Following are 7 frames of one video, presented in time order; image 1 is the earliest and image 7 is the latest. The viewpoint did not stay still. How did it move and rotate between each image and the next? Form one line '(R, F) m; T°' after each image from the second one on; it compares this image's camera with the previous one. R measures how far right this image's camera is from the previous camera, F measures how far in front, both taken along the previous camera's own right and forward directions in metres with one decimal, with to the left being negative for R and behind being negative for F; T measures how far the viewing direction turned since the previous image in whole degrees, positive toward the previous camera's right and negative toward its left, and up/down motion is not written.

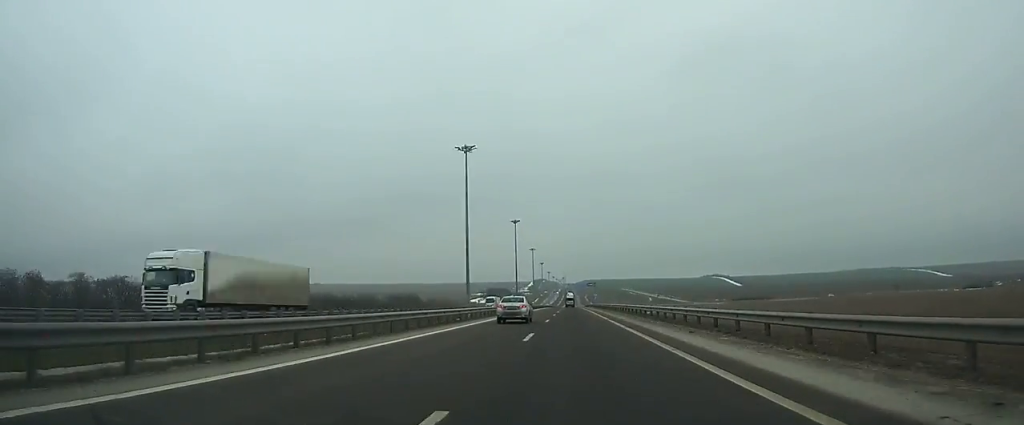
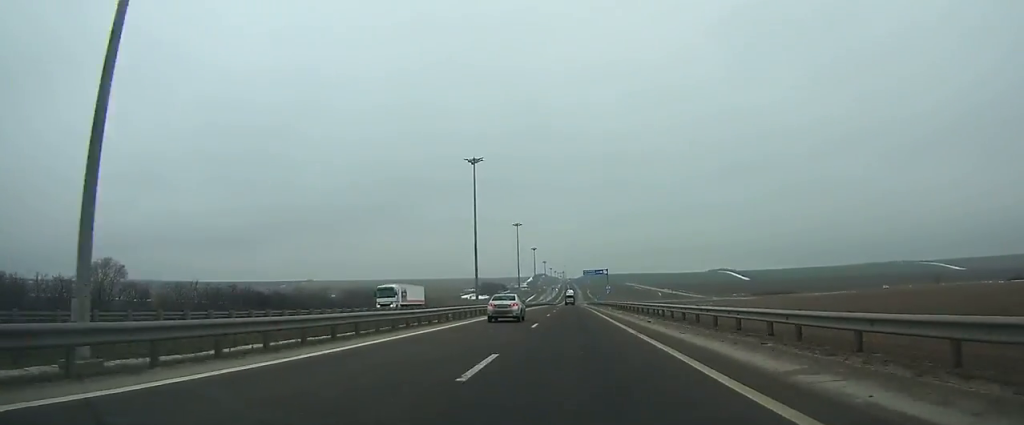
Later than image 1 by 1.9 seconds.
(0.0, +57.1) m; 0°
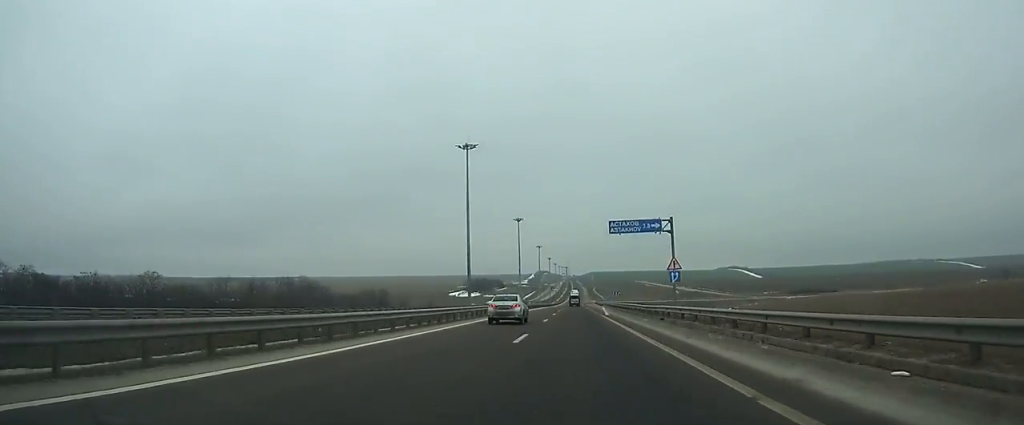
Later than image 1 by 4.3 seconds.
(-0.1, +72.3) m; 0°
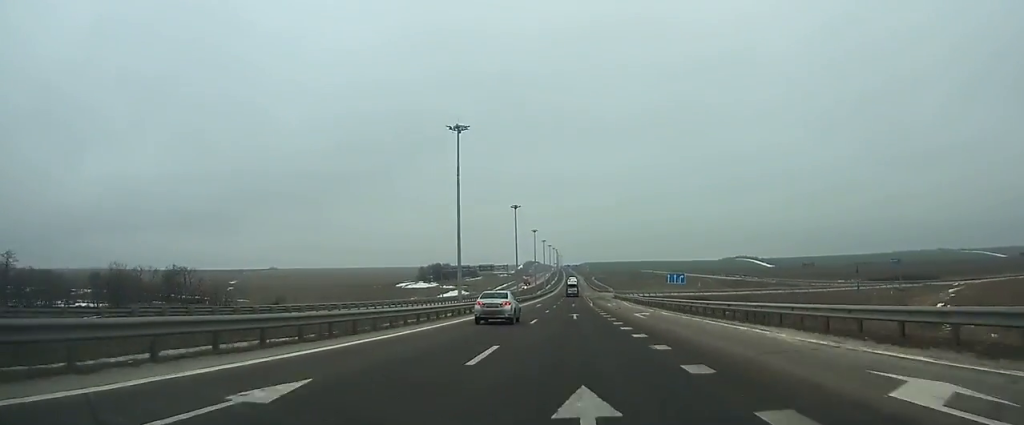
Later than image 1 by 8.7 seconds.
(+0.3, +132.8) m; 0°
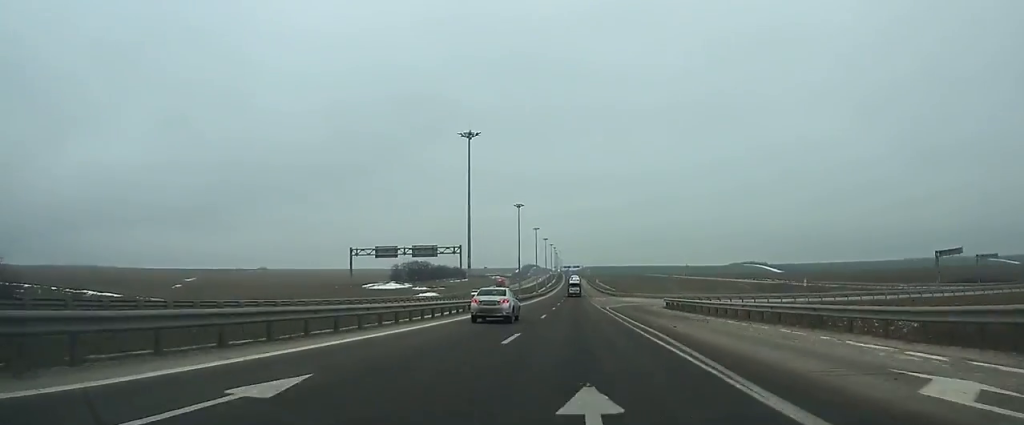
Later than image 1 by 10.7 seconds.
(+0.1, +60.0) m; 0°
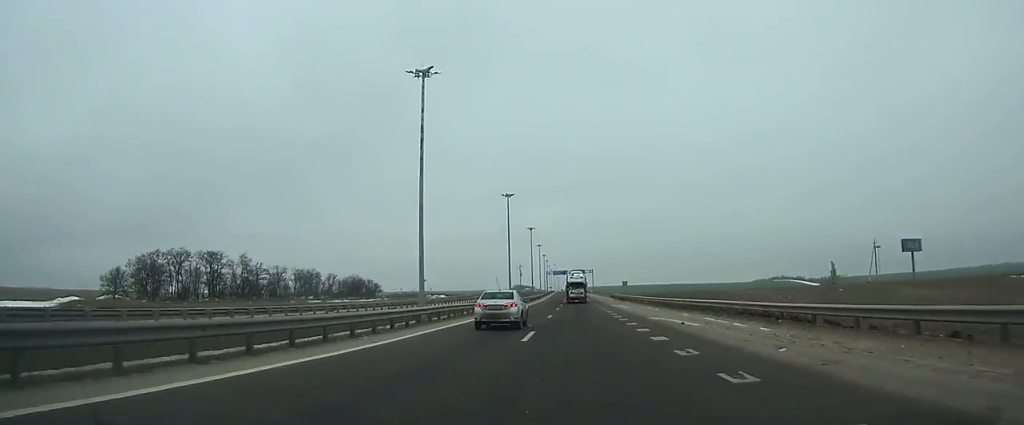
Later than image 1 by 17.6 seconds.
(-0.7, +203.6) m; -1°
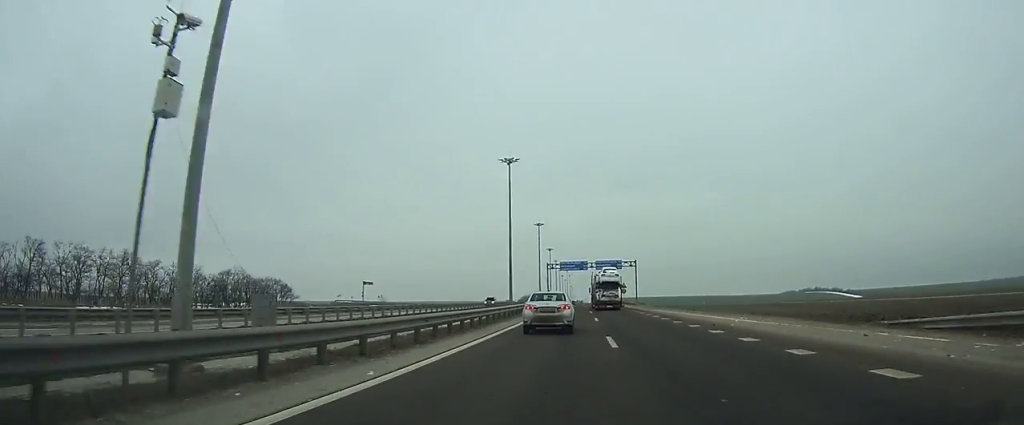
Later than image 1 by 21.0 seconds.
(-0.7, +97.0) m; 0°
